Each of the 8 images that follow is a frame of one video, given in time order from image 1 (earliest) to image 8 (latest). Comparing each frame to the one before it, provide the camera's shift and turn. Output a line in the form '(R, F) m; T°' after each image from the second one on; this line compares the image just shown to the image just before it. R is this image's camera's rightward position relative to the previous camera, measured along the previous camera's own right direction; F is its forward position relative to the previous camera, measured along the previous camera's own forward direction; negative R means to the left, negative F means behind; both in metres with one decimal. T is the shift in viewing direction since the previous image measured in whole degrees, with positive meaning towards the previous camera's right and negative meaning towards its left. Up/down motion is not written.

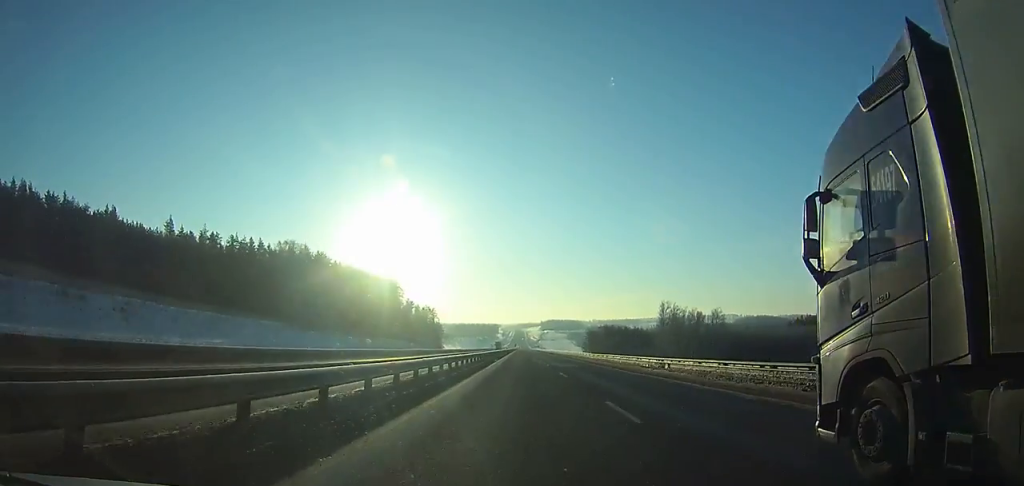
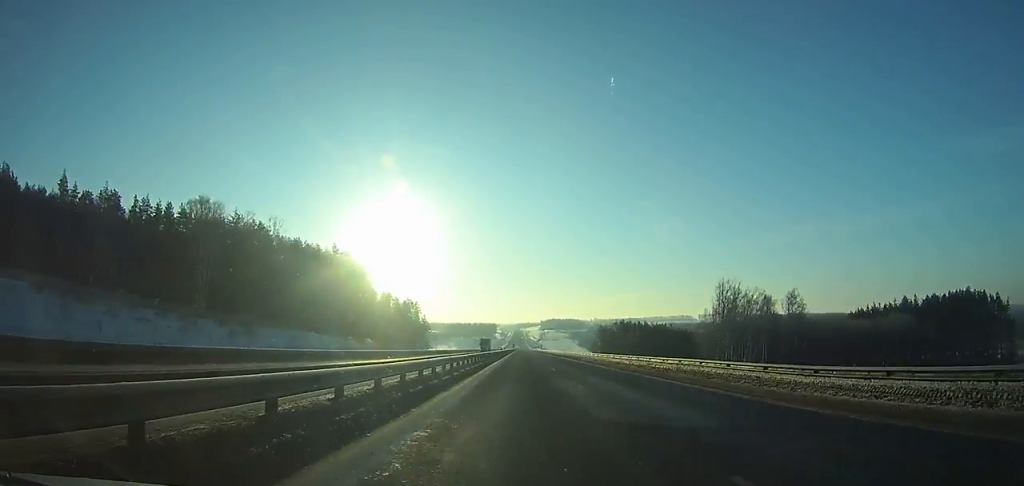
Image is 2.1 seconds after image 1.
(-0.1, +56.2) m; 0°
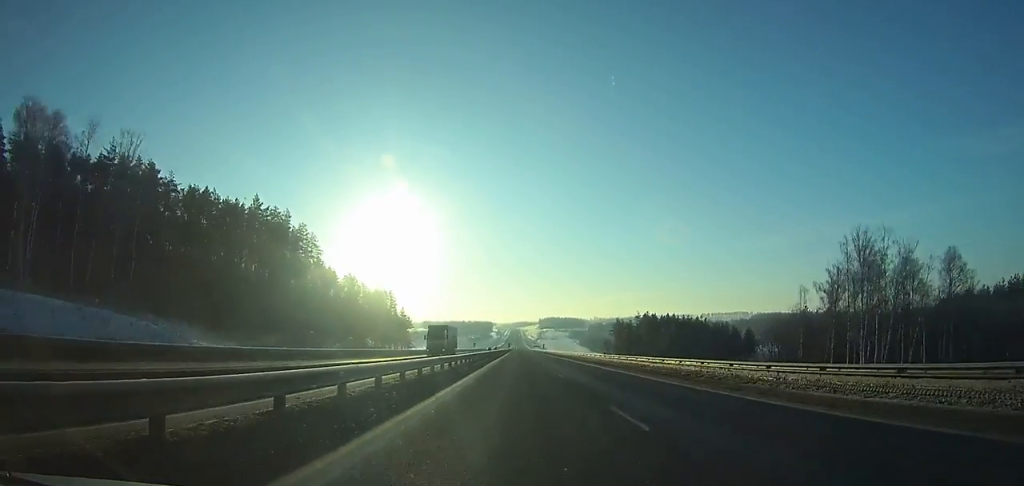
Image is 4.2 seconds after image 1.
(+0.2, +56.6) m; 0°
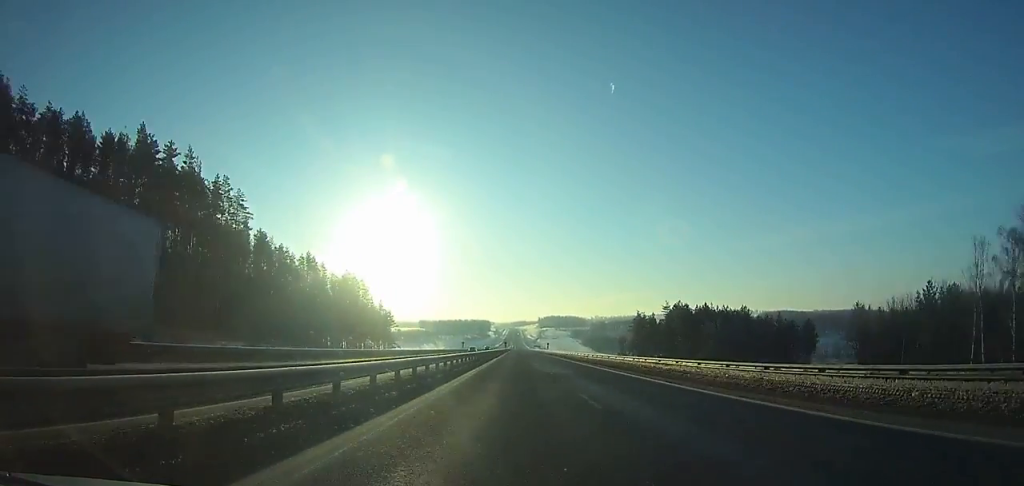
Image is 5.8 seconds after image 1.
(+0.1, +43.3) m; 0°
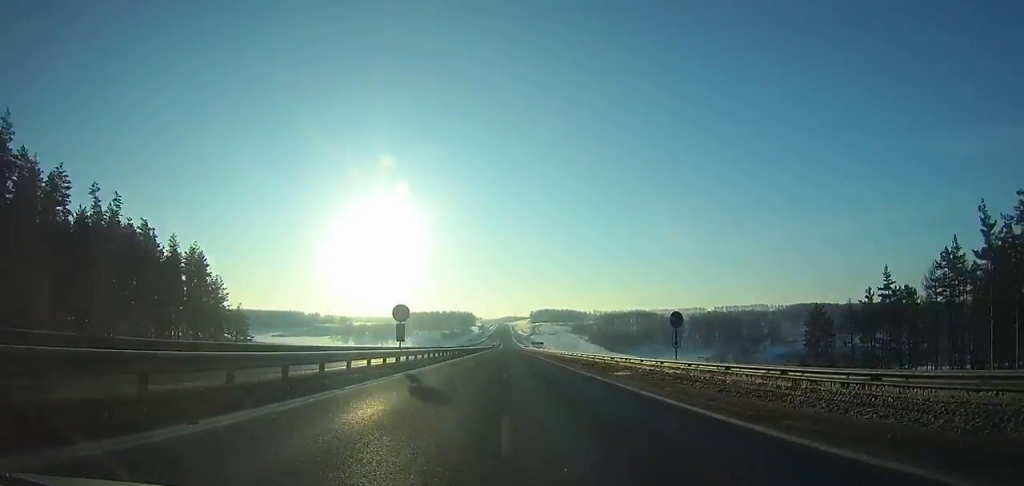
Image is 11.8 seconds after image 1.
(0.0, +162.8) m; 0°
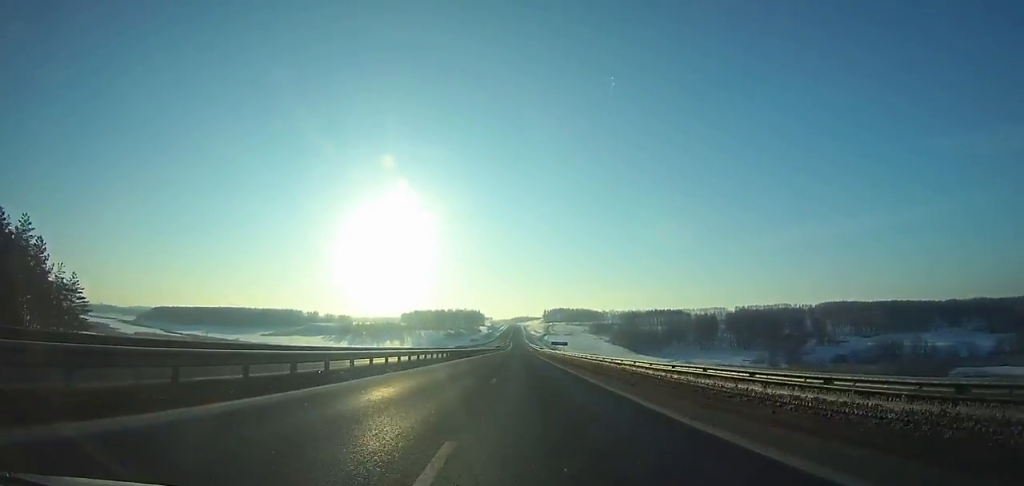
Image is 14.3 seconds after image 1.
(-0.1, +67.9) m; 0°
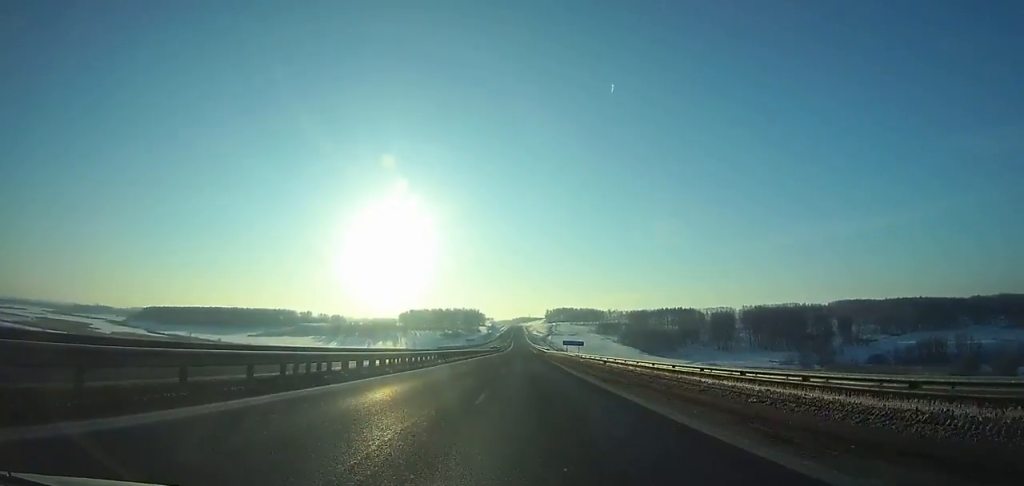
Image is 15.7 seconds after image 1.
(-0.1, +38.1) m; 0°
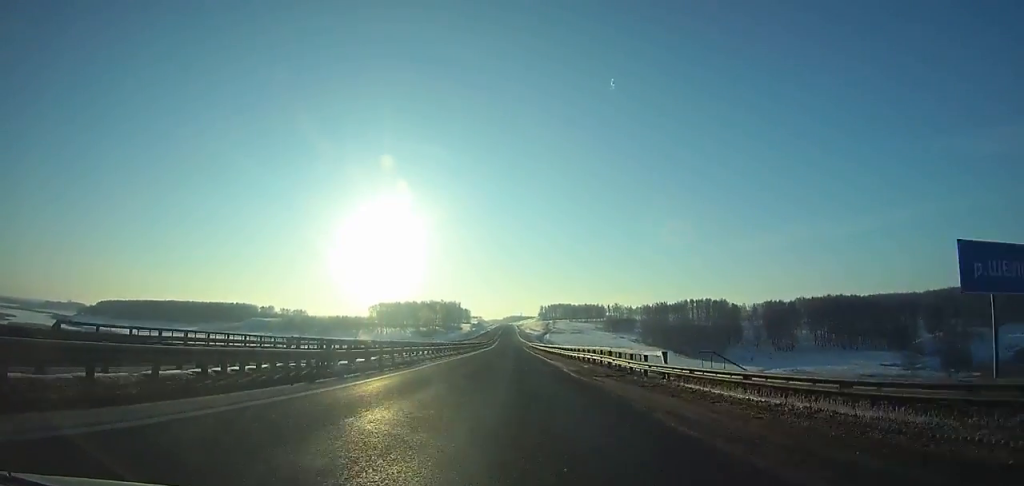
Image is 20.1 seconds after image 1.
(+0.6, +119.9) m; 0°
